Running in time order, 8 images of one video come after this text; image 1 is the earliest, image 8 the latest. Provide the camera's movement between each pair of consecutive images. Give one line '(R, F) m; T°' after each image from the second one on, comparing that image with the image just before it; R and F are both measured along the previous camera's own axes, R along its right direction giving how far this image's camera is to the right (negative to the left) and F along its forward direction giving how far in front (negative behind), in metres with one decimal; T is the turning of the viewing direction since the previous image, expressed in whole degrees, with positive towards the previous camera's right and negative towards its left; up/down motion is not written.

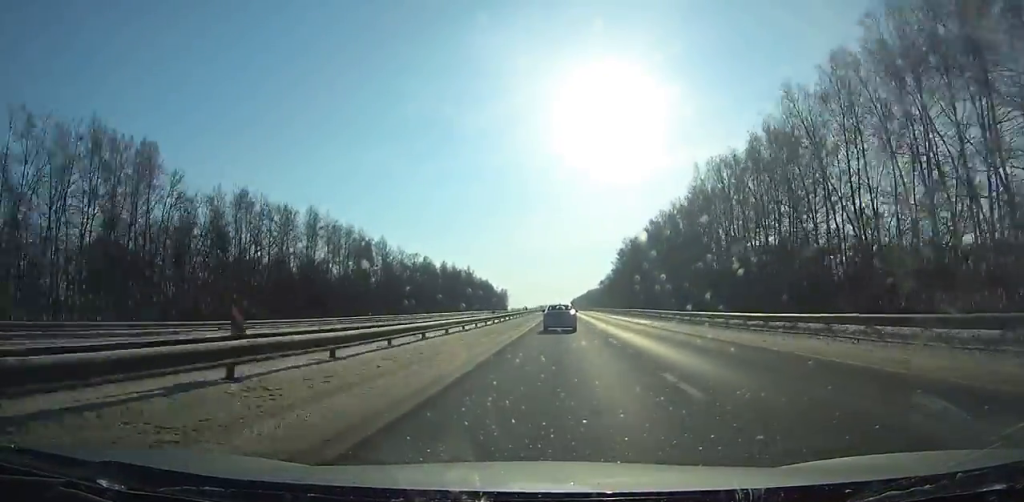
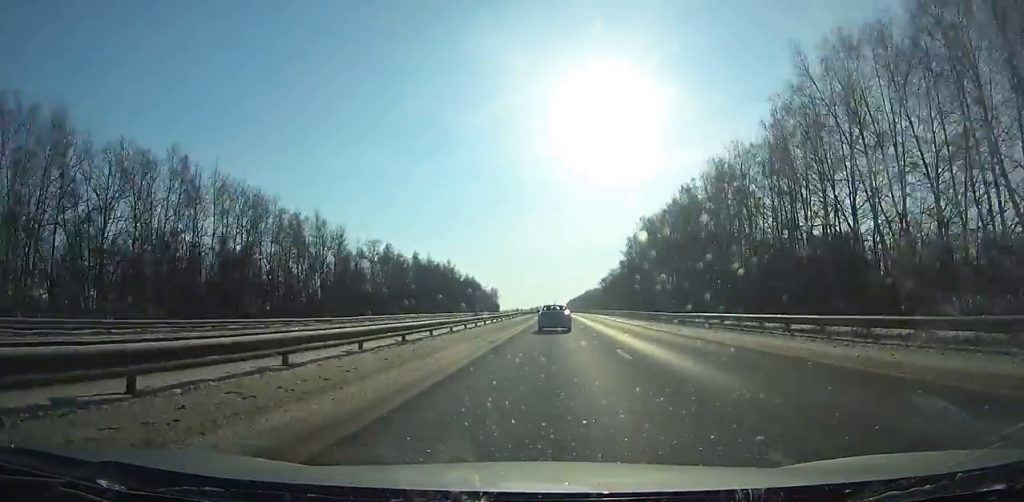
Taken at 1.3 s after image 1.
(+0.1, +40.4) m; 0°
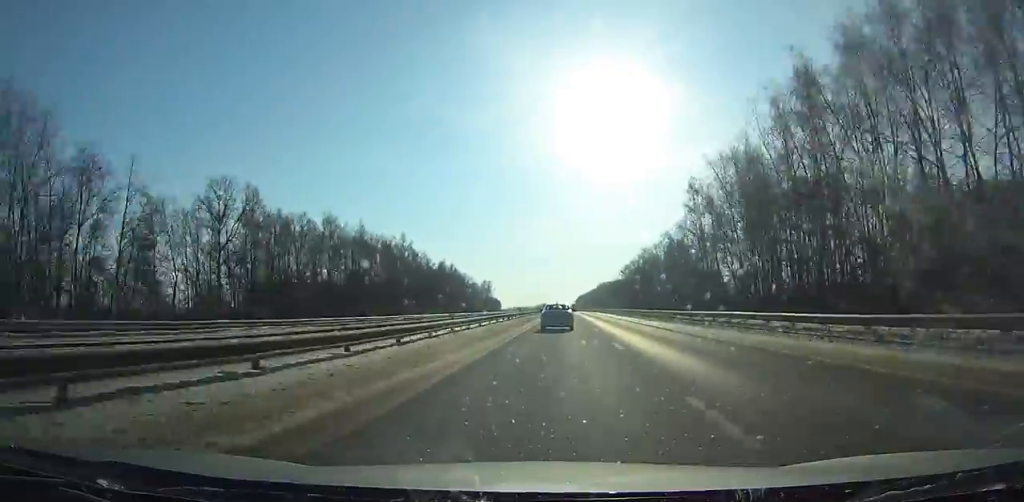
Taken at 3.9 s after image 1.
(-0.2, +81.5) m; 0°
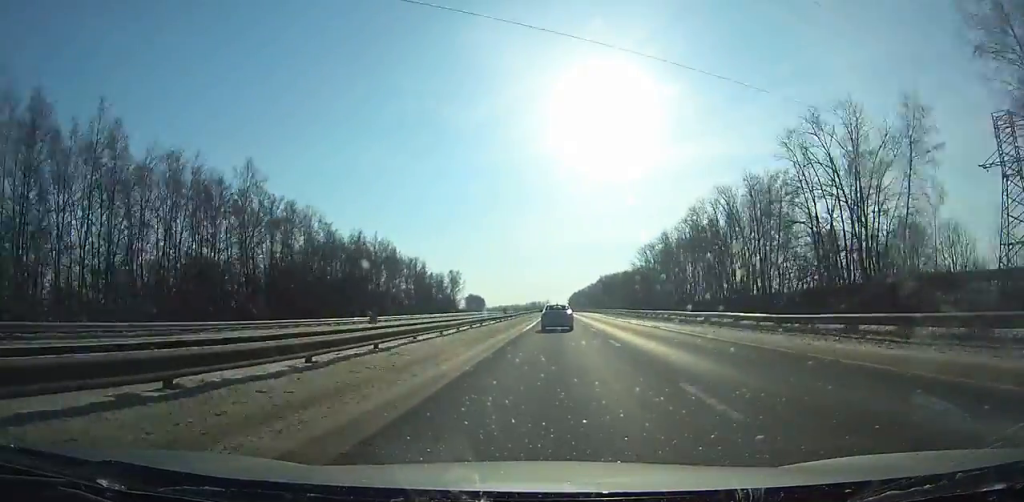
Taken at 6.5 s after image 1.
(0.0, +82.5) m; 0°
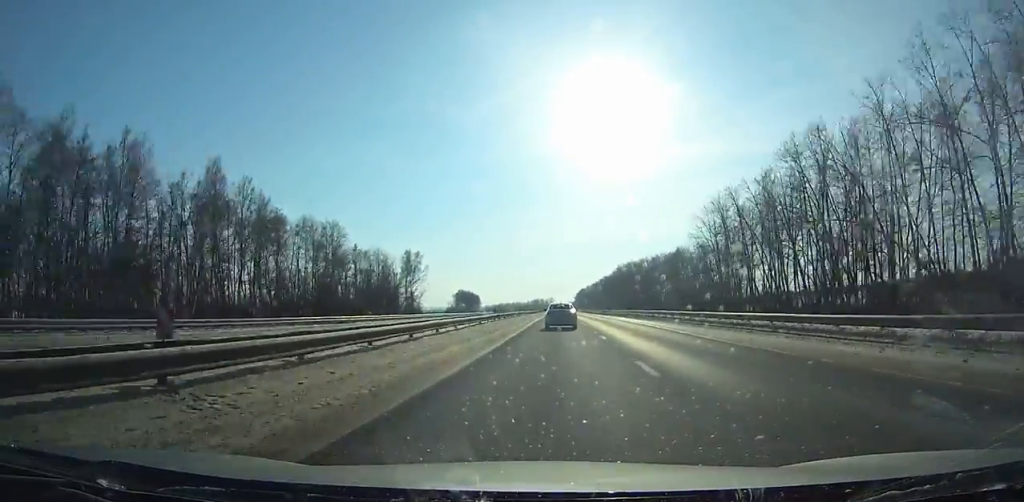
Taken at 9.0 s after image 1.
(-0.2, +80.0) m; 0°
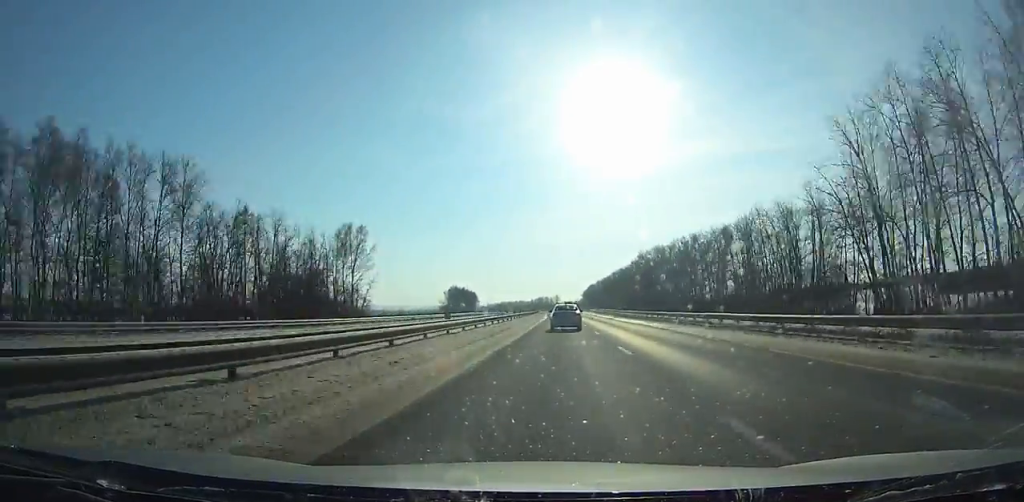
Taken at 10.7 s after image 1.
(-0.1, +54.9) m; 0°
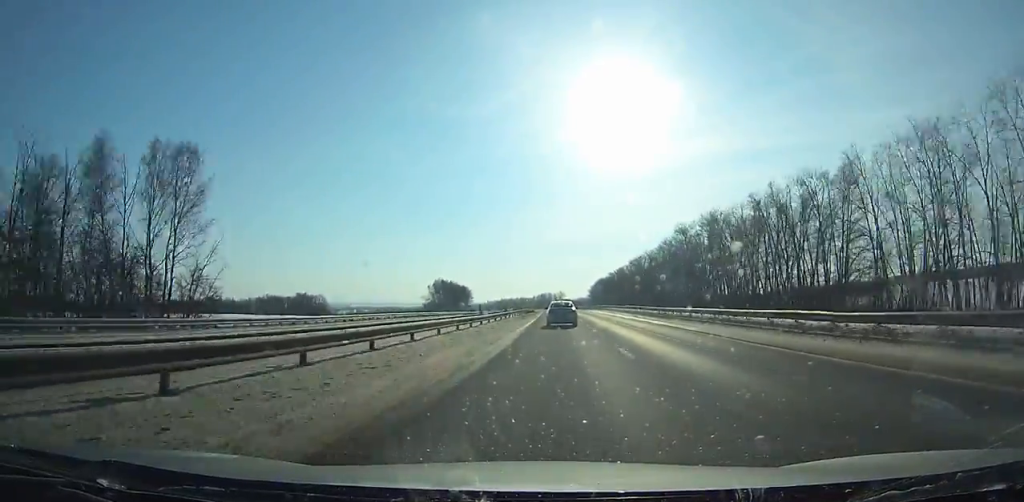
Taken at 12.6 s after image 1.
(-0.2, +62.0) m; -1°
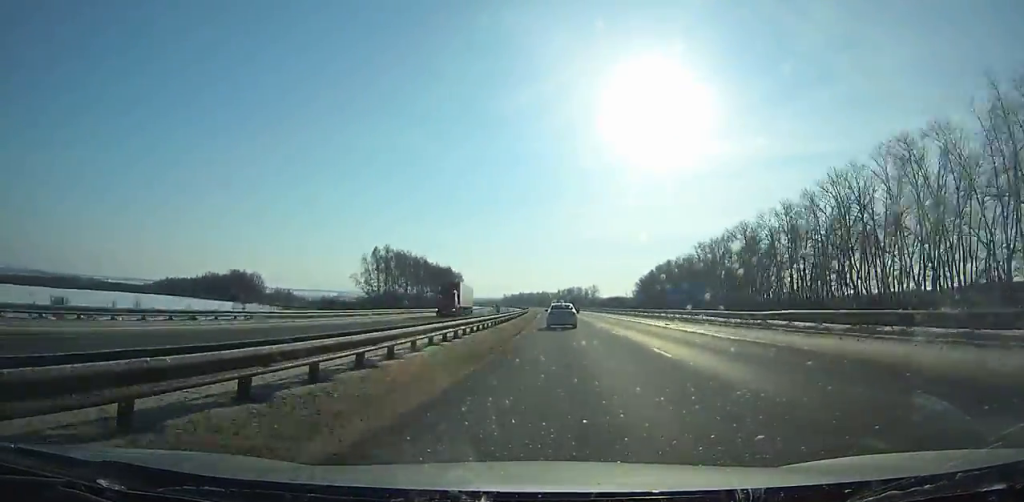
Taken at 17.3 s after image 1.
(-3.2, +156.6) m; -3°
